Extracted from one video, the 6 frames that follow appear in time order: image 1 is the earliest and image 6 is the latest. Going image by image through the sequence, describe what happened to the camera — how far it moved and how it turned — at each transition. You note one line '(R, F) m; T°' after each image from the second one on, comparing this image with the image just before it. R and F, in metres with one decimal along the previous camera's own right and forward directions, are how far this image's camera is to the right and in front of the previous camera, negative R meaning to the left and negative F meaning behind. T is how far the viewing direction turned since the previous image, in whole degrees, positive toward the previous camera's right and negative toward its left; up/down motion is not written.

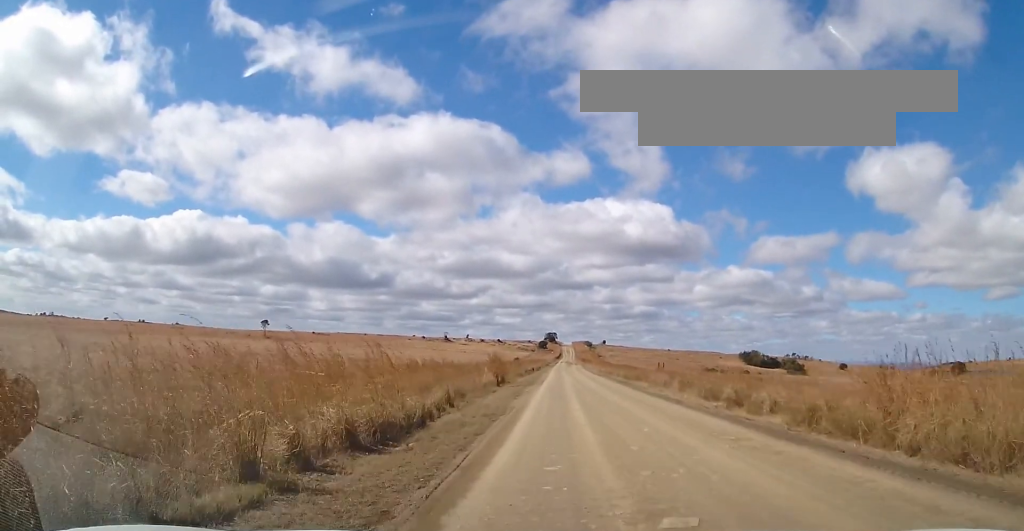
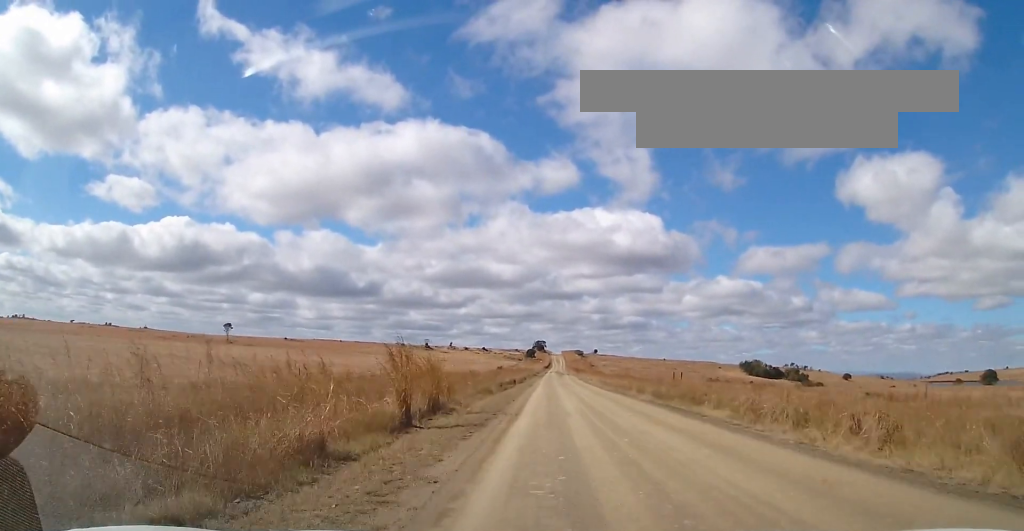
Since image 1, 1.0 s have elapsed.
(0.0, +22.5) m; 0°
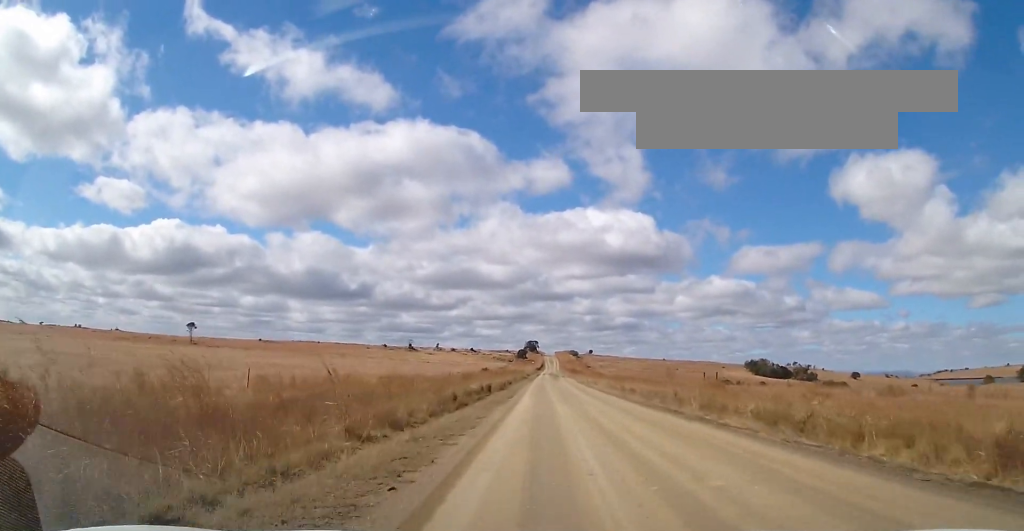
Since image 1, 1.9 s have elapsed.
(0.0, +20.7) m; +1°
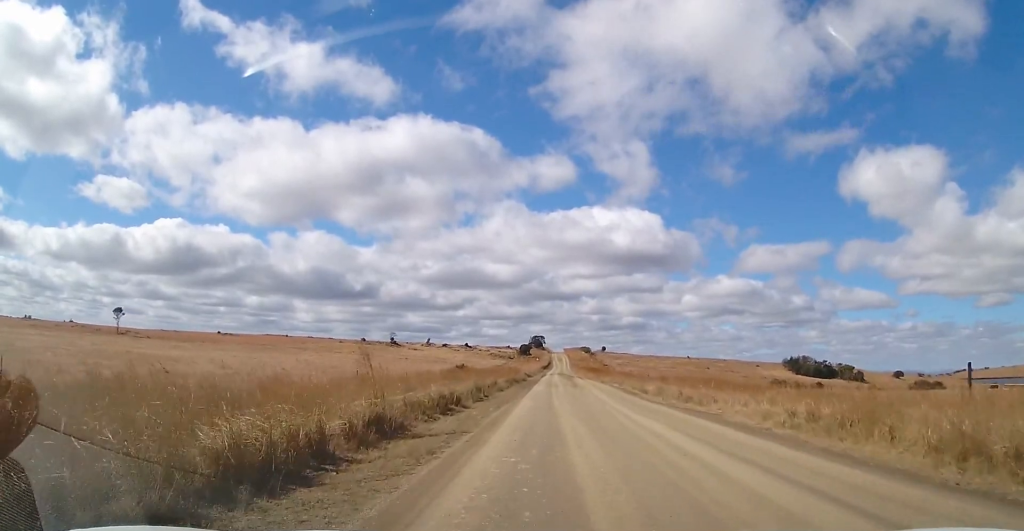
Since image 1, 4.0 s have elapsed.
(+0.4, +44.4) m; -1°
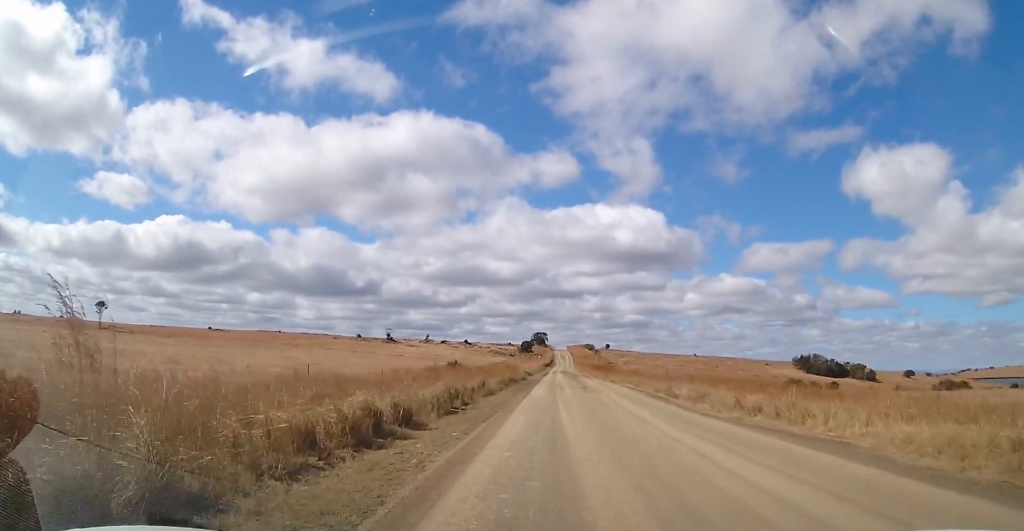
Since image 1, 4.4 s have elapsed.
(-0.1, +9.2) m; 0°
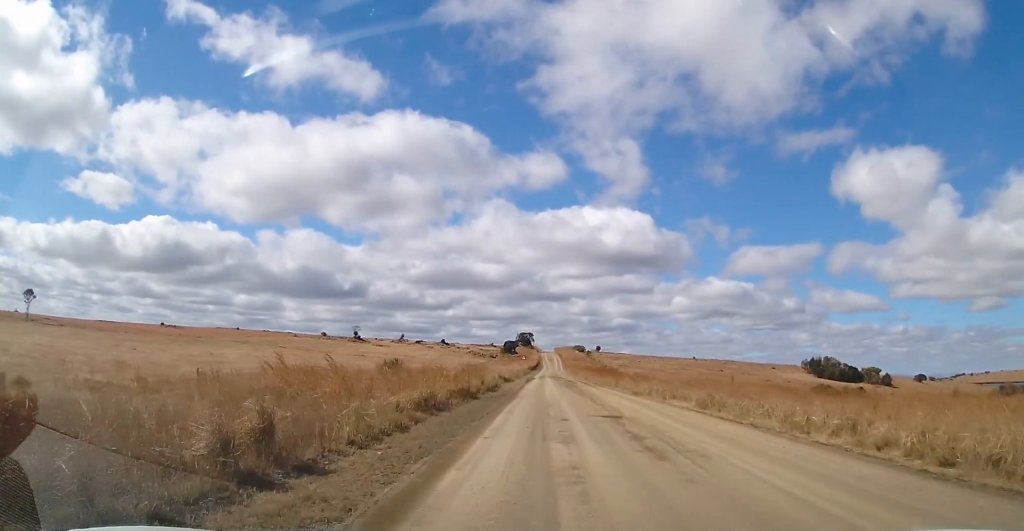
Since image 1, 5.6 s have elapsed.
(-0.1, +24.5) m; 0°
